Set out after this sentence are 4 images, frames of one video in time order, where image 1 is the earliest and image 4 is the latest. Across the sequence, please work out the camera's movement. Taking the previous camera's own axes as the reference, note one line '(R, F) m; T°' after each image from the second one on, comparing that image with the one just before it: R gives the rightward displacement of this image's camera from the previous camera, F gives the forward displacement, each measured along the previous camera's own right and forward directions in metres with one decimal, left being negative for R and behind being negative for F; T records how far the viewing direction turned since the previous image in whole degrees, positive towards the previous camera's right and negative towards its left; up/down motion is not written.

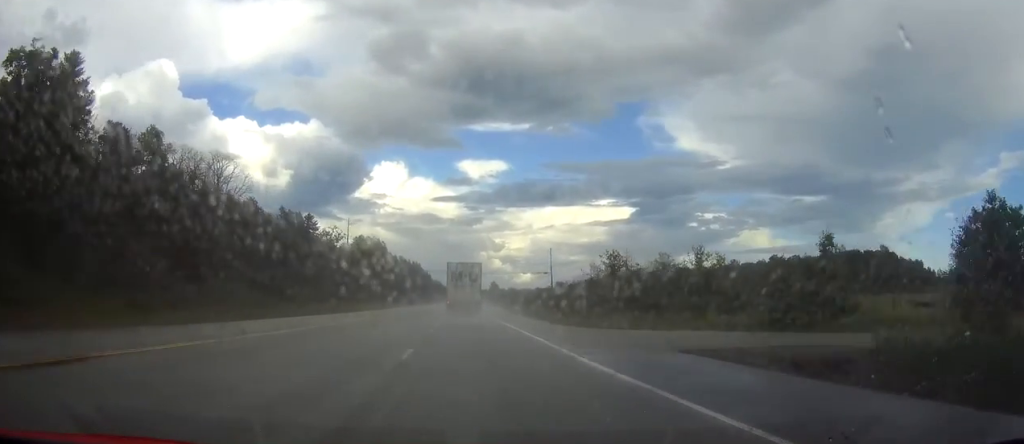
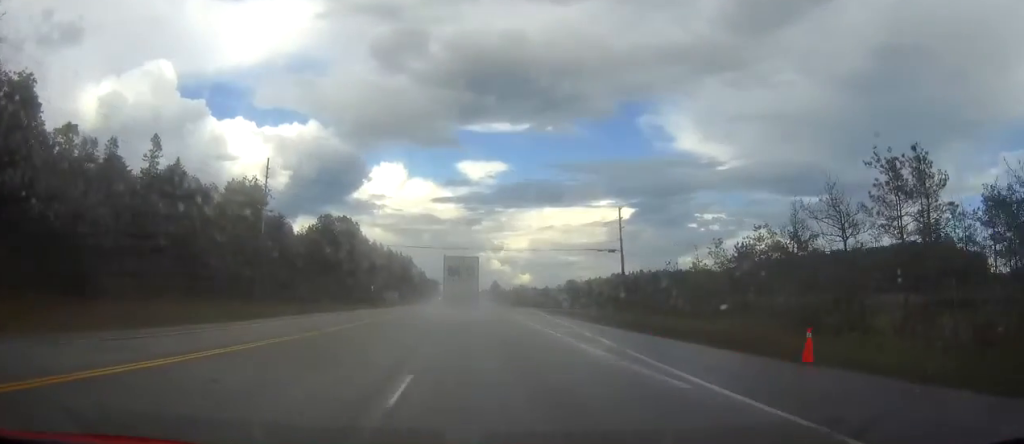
(0.0, +66.1) m; 0°
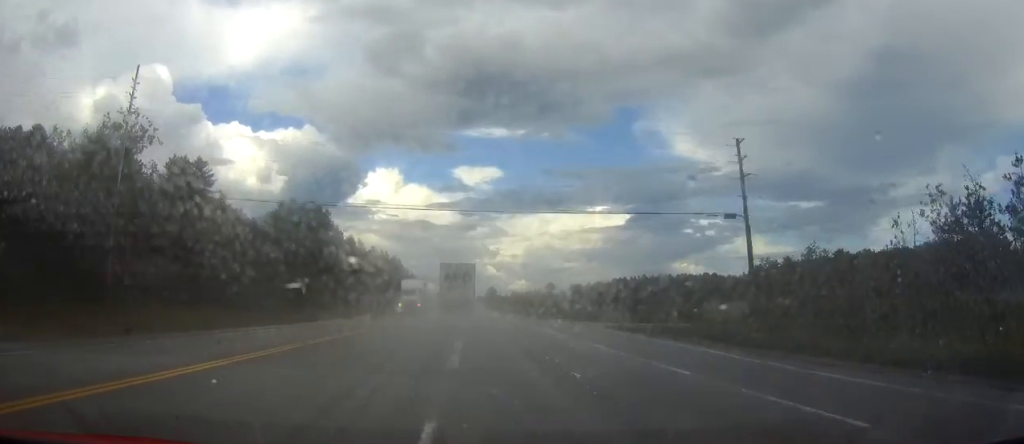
(+0.1, +39.1) m; 0°
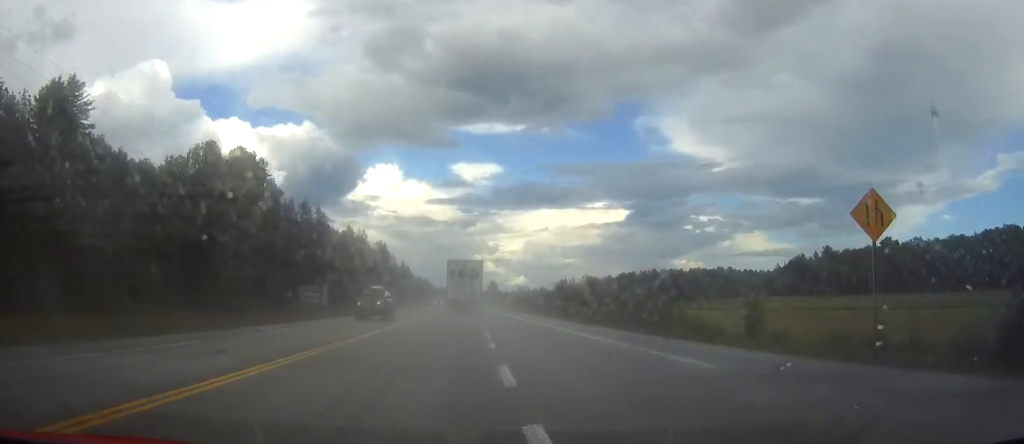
(0.0, +54.9) m; 0°
